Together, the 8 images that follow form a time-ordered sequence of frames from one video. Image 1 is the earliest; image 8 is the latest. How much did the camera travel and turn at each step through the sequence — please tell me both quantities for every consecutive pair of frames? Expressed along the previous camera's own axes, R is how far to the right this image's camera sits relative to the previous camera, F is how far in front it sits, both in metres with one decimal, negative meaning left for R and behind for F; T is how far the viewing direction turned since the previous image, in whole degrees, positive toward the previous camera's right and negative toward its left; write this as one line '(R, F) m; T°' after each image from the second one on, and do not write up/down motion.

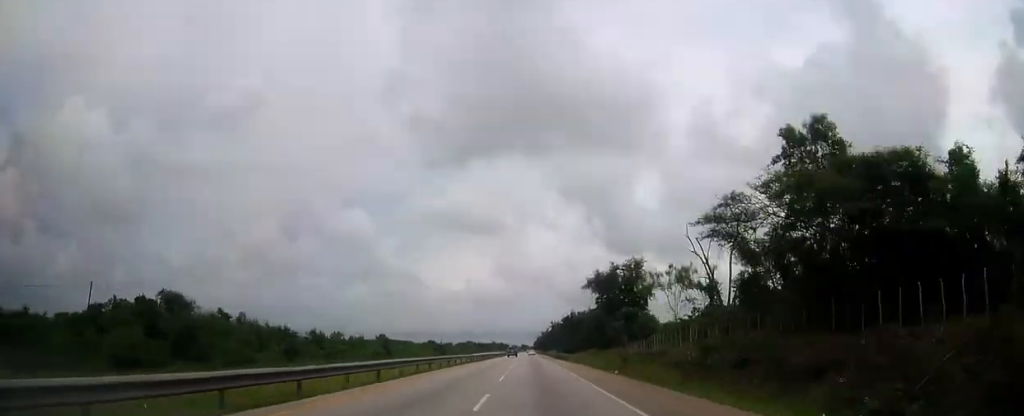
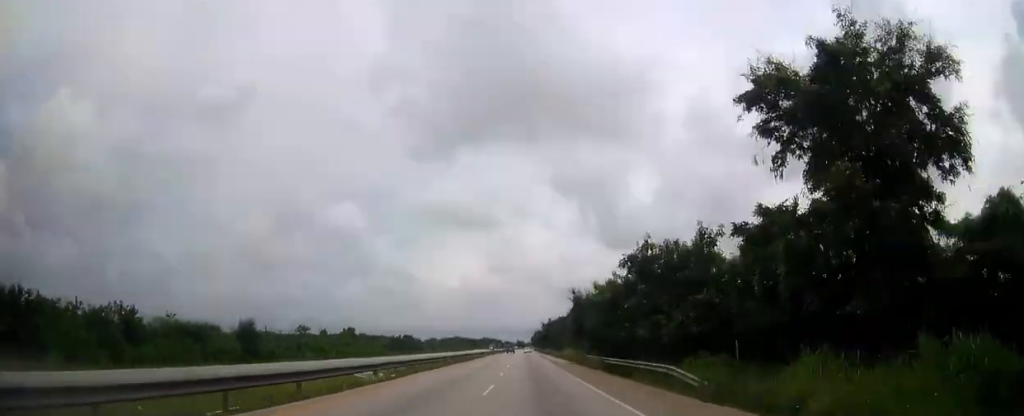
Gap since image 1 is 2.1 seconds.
(+0.1, +53.4) m; 0°
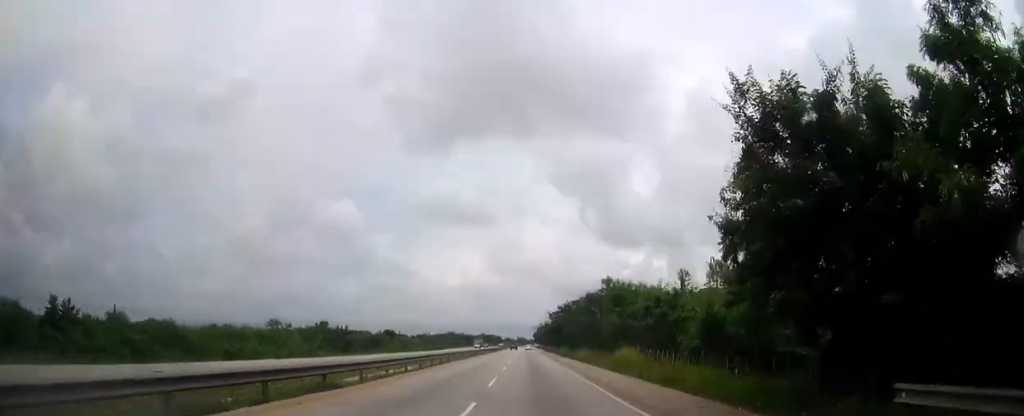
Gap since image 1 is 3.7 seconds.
(-0.1, +41.4) m; 0°
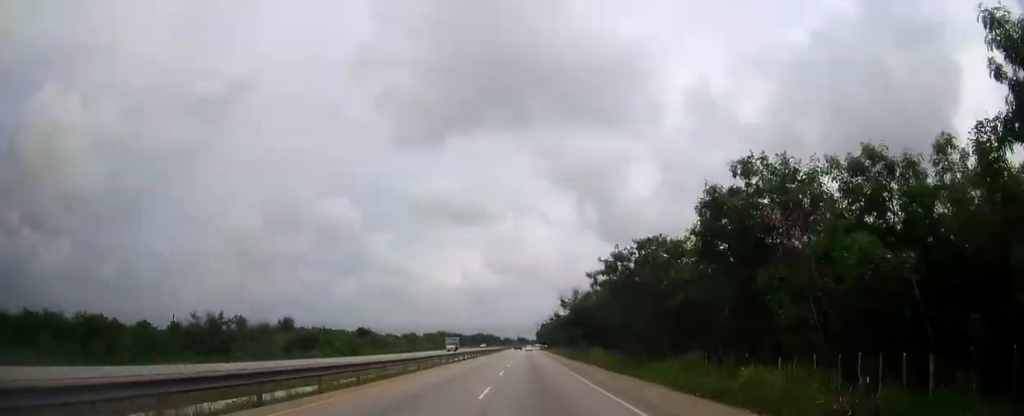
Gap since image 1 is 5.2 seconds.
(0.0, +39.2) m; 0°
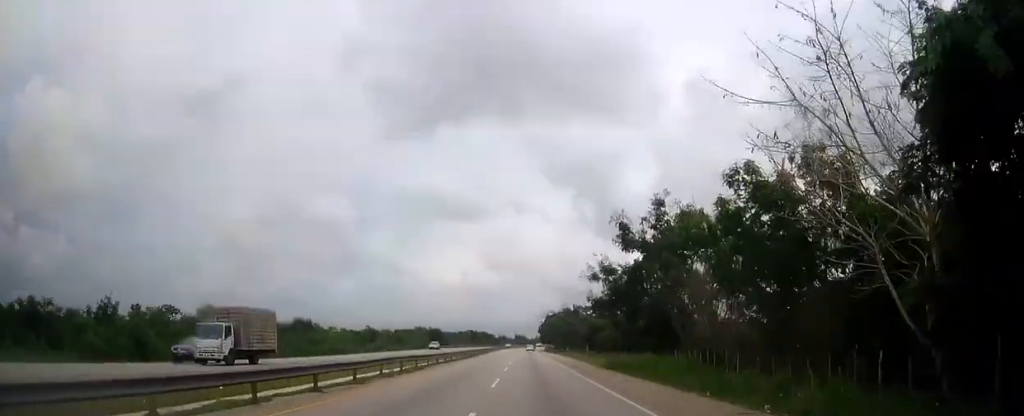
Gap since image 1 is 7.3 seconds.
(+0.1, +56.4) m; 0°
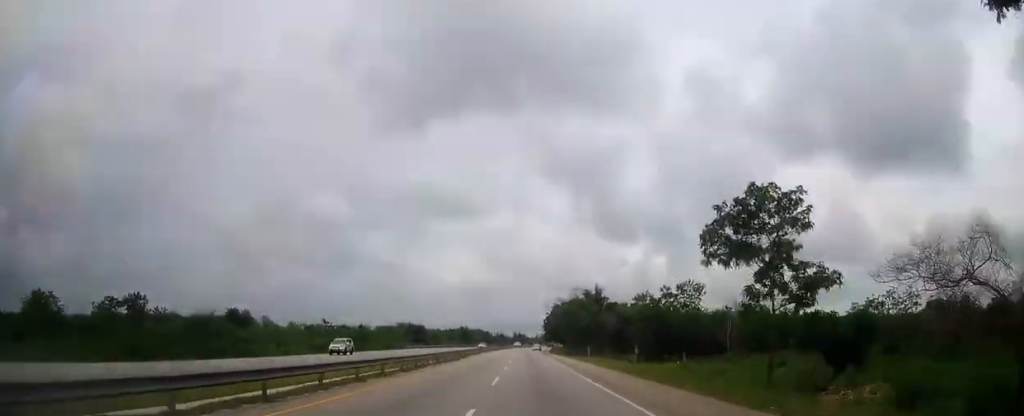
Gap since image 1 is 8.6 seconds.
(0.0, +34.7) m; 0°
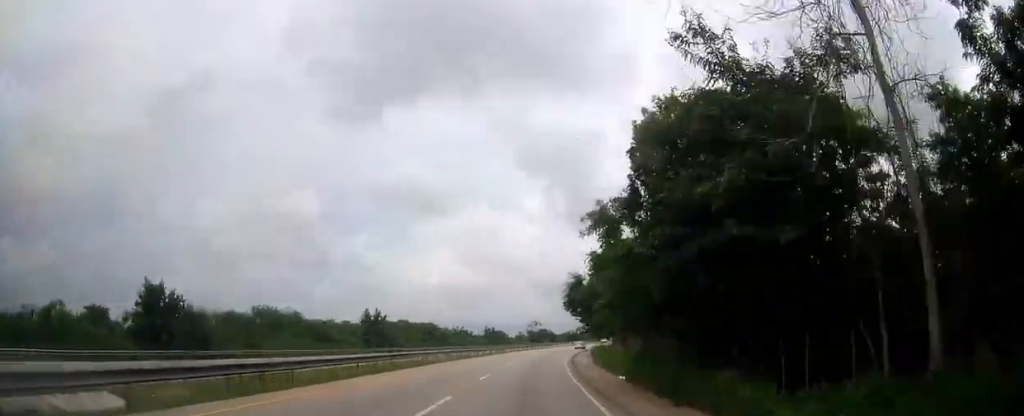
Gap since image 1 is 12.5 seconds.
(+0.7, +104.8) m; +2°
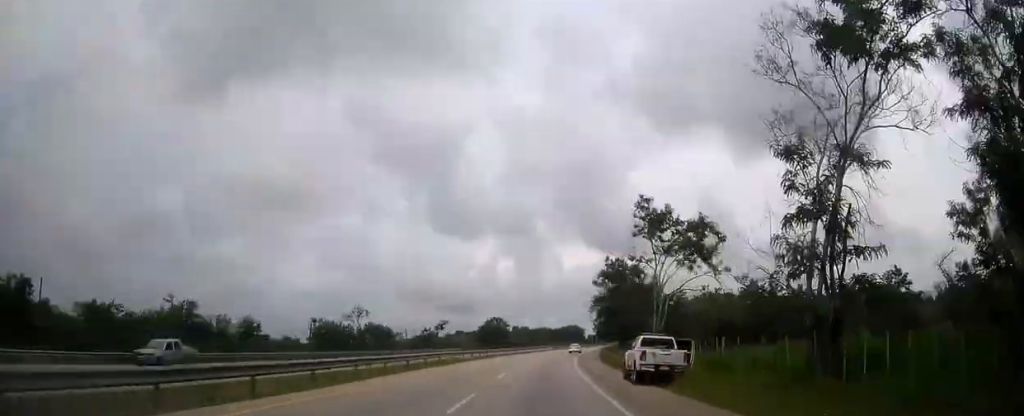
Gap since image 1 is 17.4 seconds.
(+10.7, +131.2) m; +11°
